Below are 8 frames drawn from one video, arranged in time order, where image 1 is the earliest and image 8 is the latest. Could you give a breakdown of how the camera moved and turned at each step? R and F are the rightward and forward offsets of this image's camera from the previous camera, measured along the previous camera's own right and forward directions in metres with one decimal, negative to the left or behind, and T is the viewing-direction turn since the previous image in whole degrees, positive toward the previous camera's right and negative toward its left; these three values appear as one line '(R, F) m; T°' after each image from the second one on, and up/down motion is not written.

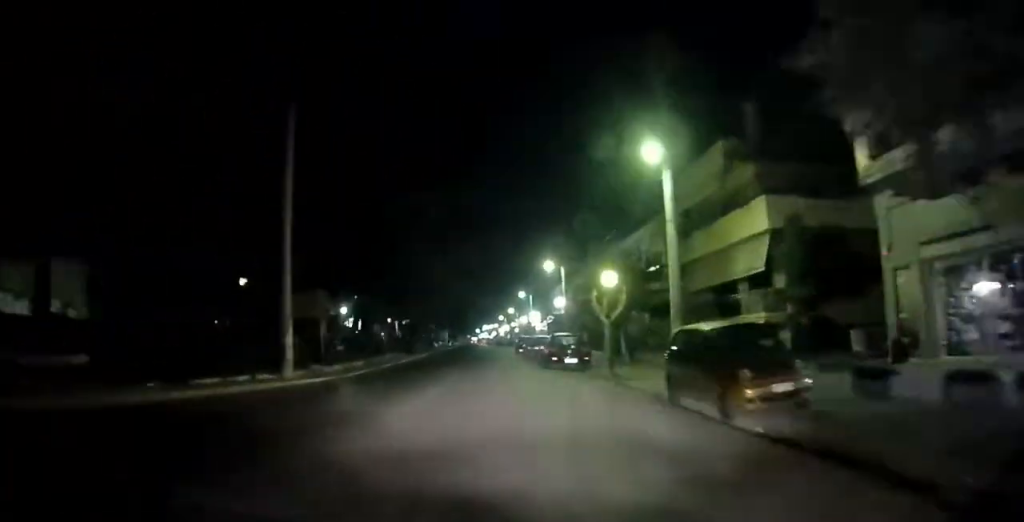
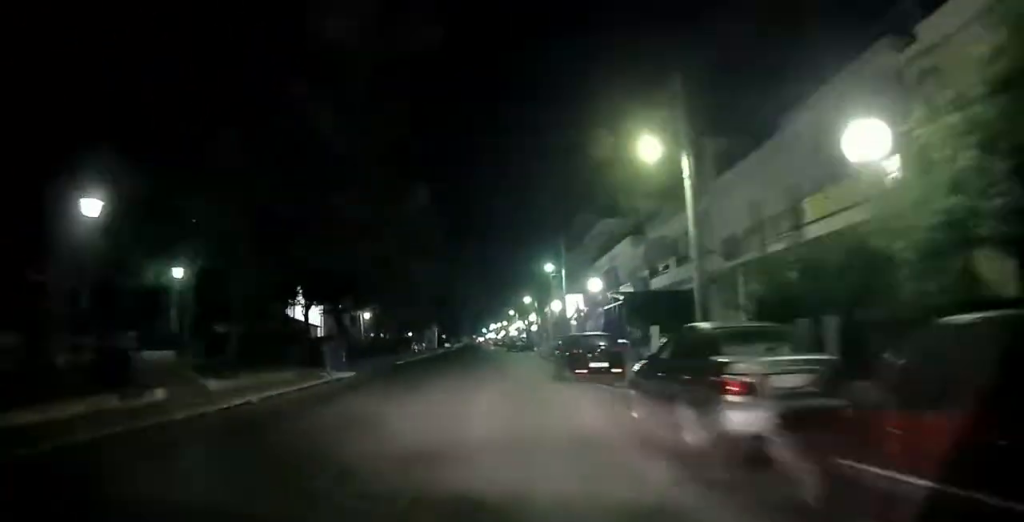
(+4.5, +34.7) m; +7°
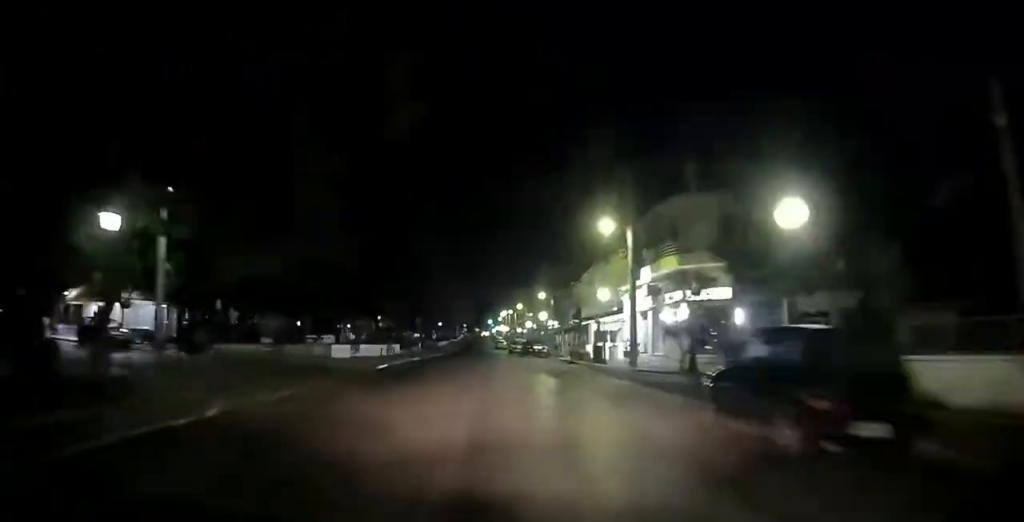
(-0.2, +88.3) m; -1°
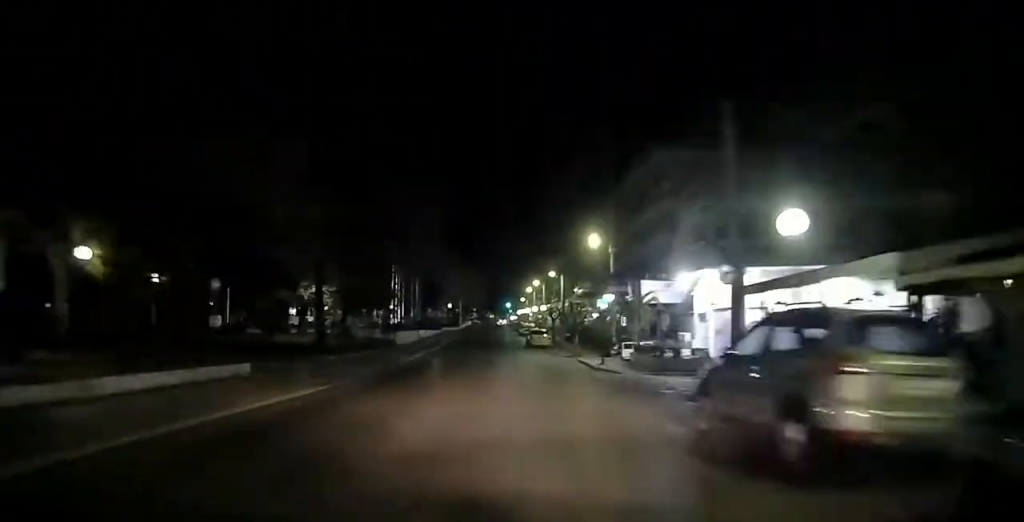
(-0.8, +59.3) m; -1°
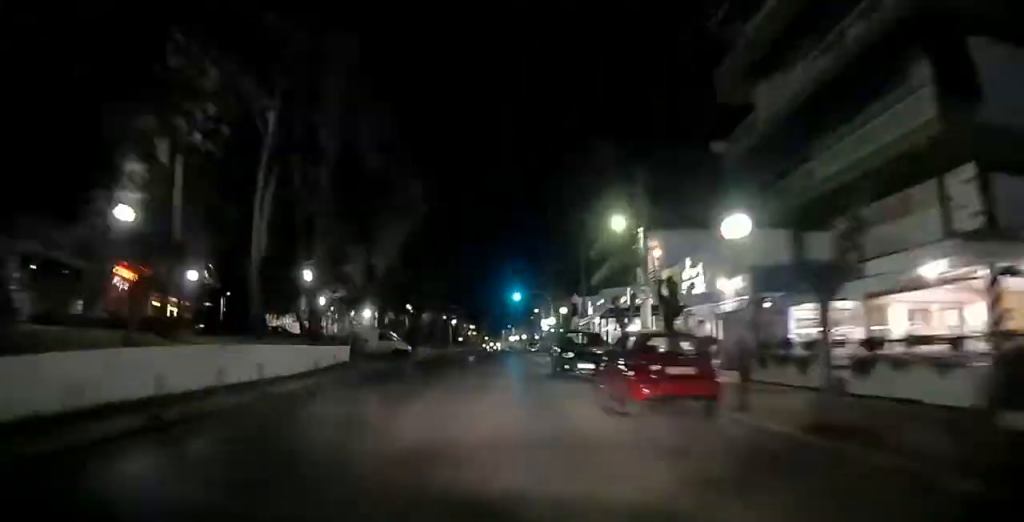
(+1.1, +121.8) m; +2°
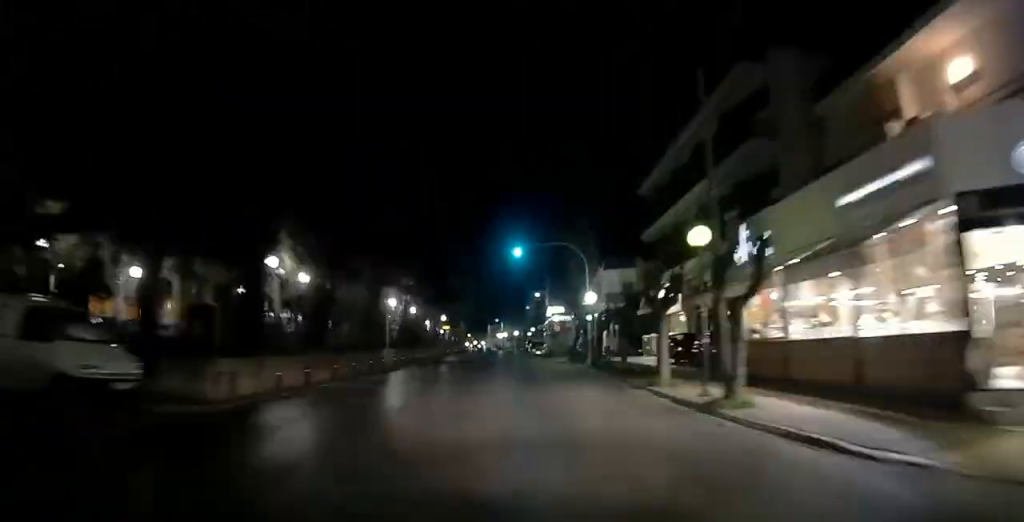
(+0.6, +31.2) m; 0°
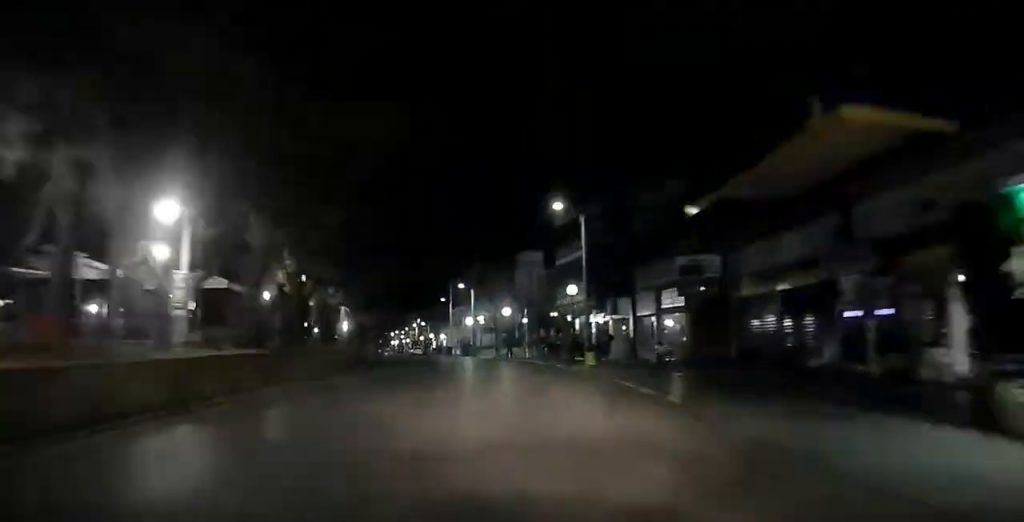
(-0.1, +70.9) m; -5°
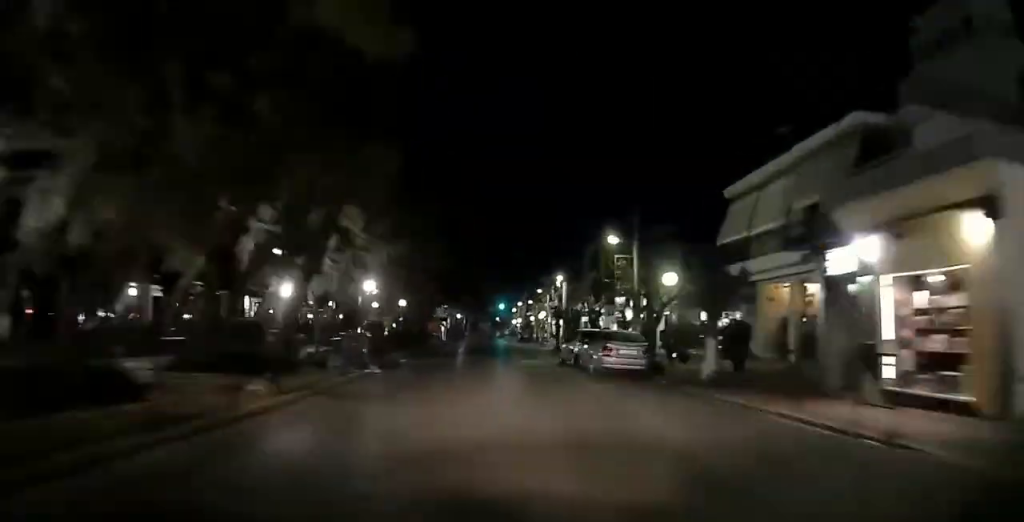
(-7.0, +79.4) m; -7°
